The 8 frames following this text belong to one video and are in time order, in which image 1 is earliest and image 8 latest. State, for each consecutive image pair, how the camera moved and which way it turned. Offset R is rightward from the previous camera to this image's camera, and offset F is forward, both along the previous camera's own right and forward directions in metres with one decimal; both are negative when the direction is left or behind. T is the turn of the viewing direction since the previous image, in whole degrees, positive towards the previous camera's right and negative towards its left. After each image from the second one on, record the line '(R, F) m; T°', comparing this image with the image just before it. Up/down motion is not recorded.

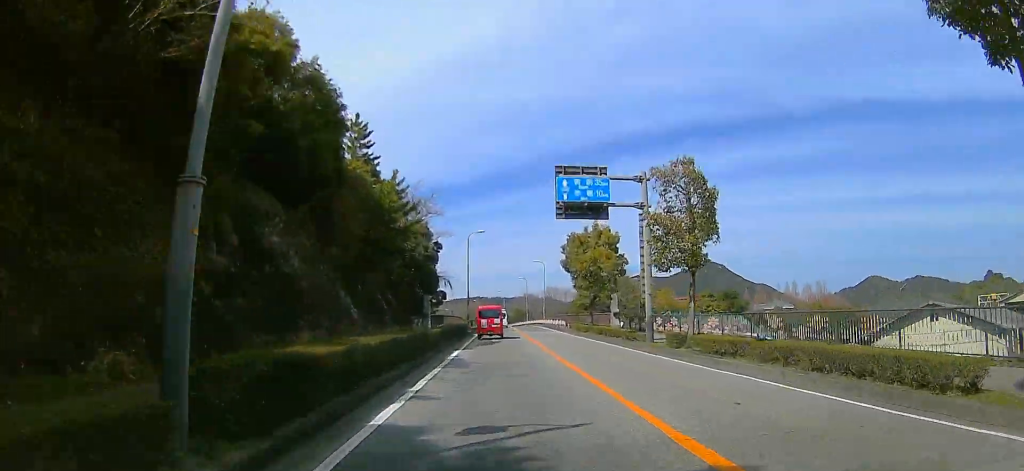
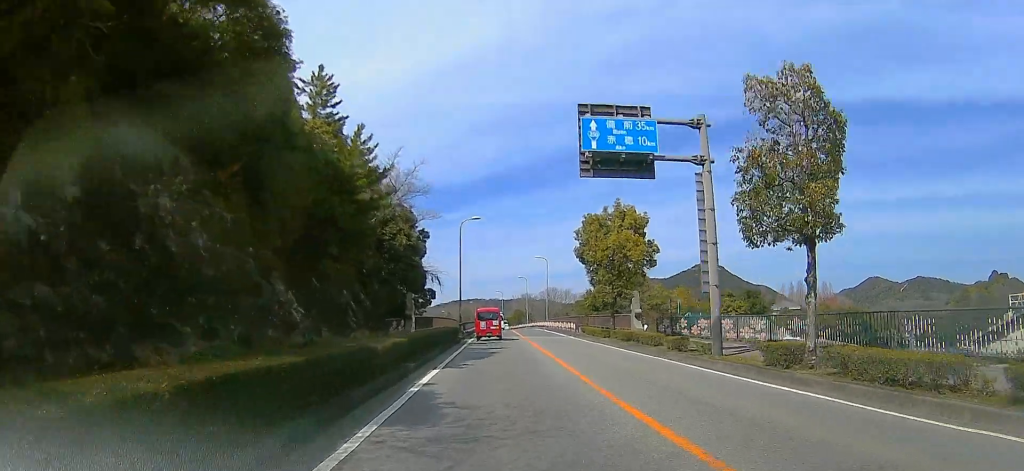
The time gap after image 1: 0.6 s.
(+0.1, +7.7) m; -2°
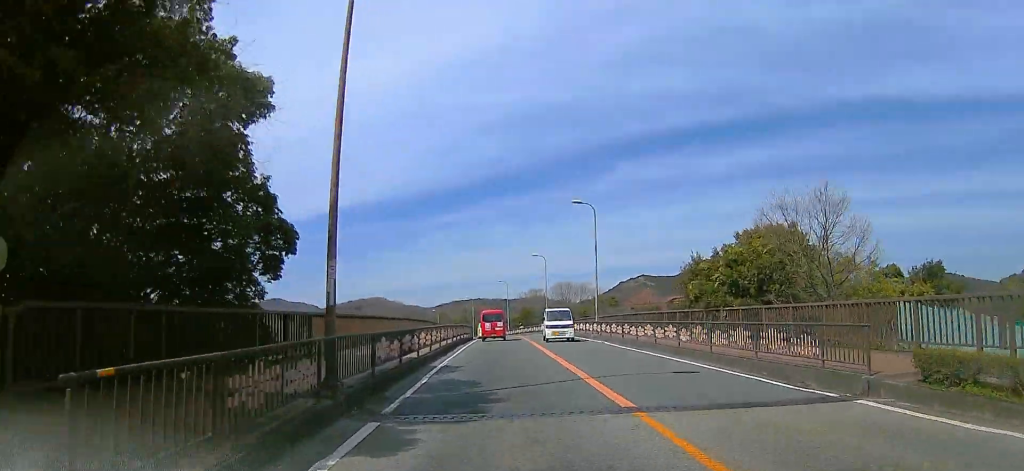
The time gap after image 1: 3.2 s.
(+1.7, +33.2) m; +7°
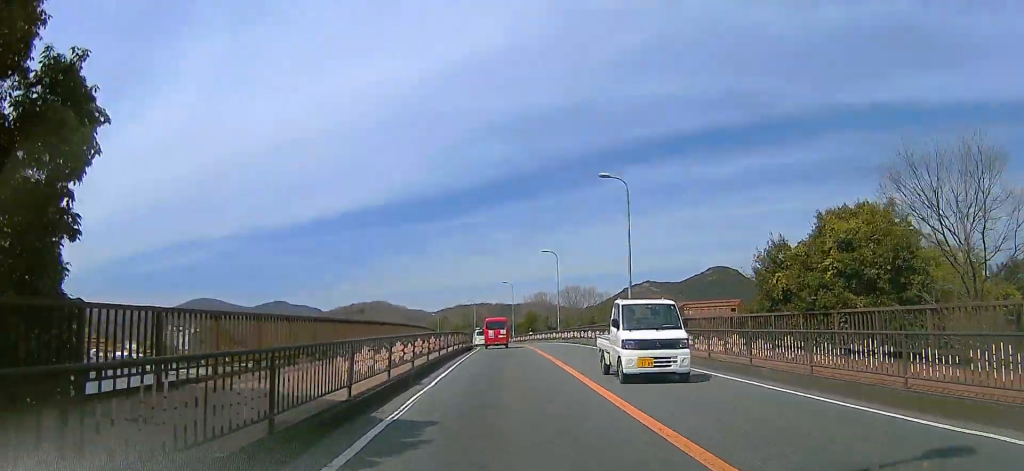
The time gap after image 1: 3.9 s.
(0.0, +8.4) m; 0°
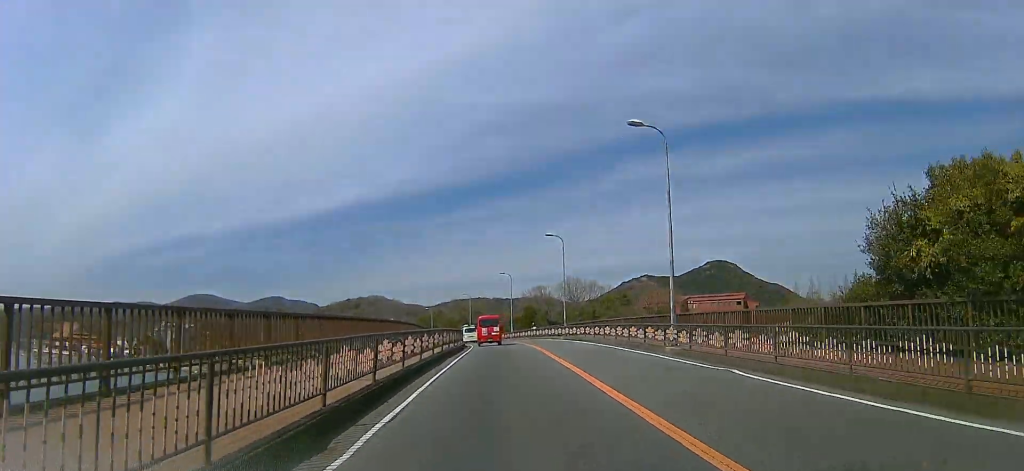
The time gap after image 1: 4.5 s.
(+0.1, +7.5) m; -1°
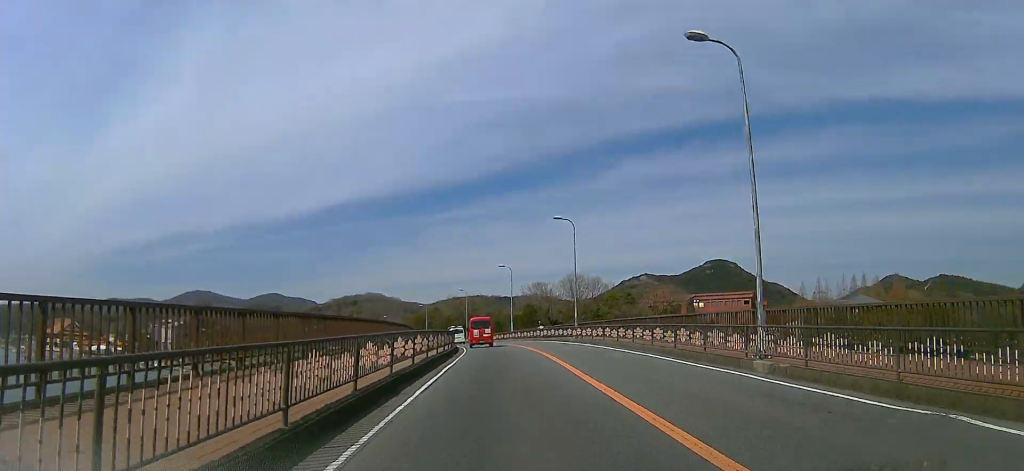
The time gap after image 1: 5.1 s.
(-0.1, +7.5) m; -1°
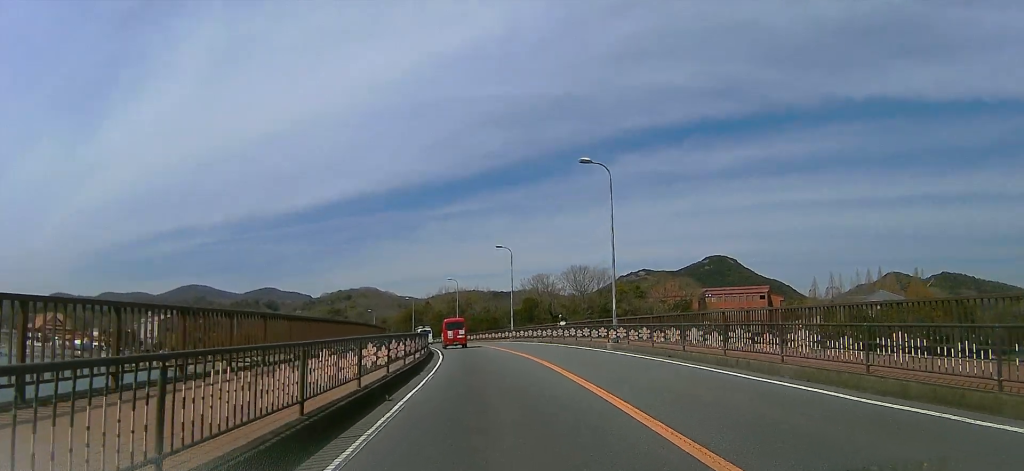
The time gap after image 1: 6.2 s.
(-0.2, +14.6) m; -1°
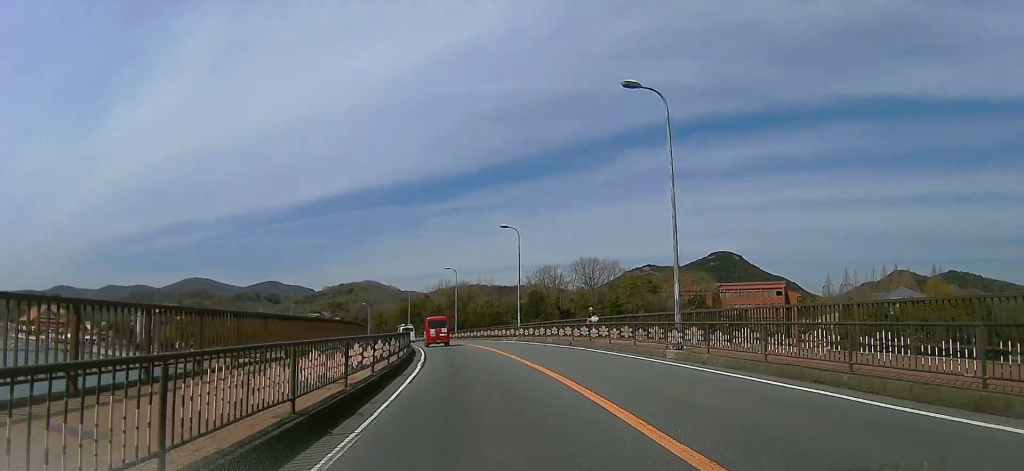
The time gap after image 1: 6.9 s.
(0.0, +9.2) m; -1°
